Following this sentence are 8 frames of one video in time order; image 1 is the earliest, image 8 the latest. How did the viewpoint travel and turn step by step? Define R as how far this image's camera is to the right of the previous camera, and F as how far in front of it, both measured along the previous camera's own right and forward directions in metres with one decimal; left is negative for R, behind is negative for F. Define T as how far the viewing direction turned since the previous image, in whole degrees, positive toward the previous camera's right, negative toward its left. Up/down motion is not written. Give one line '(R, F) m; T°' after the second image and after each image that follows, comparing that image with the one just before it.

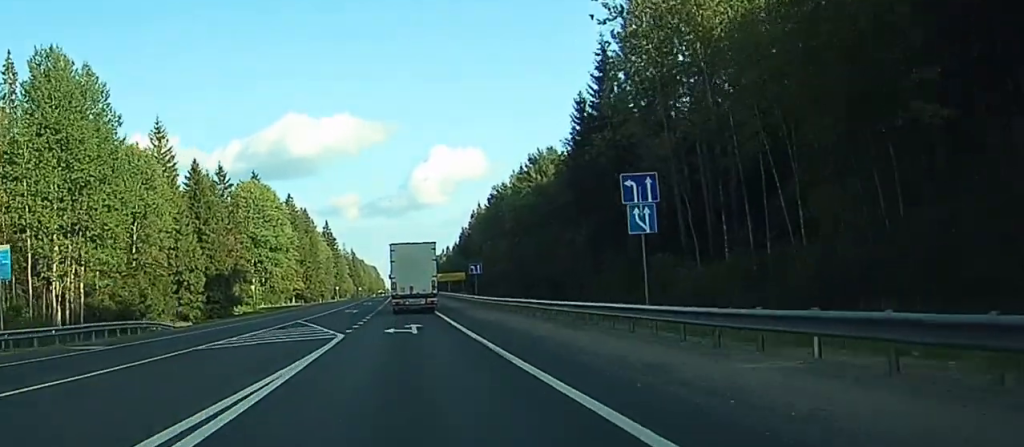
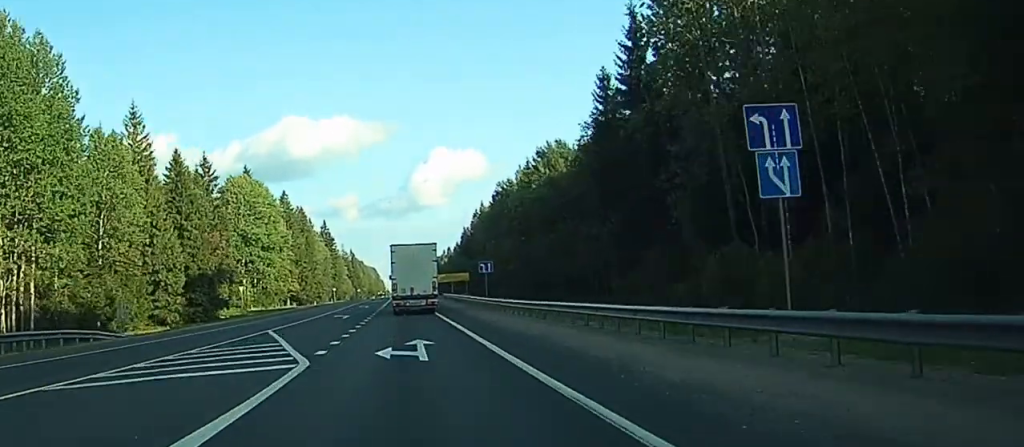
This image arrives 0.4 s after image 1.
(0.0, +10.4) m; 0°
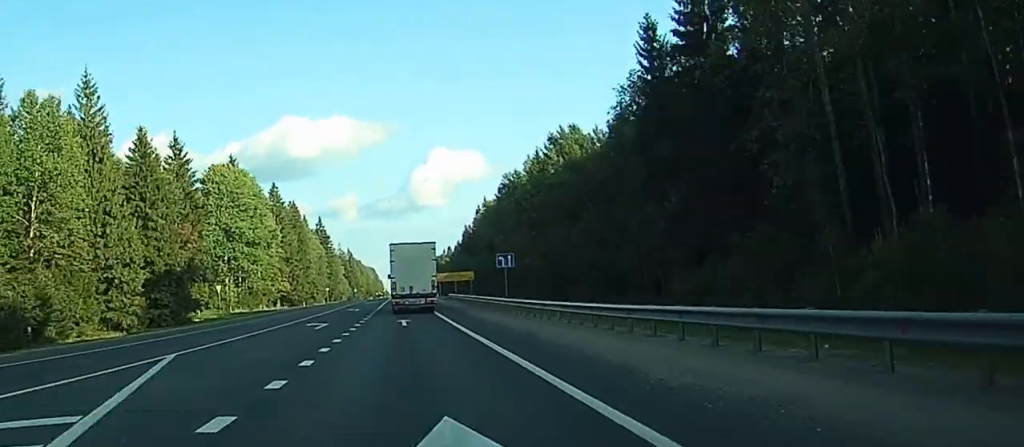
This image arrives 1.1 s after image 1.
(0.0, +15.1) m; 0°
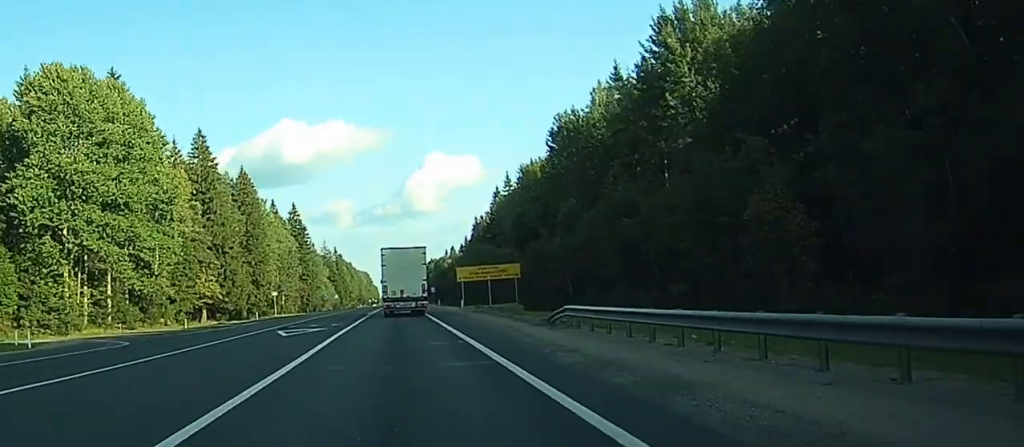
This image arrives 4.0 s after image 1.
(+0.5, +69.8) m; +1°
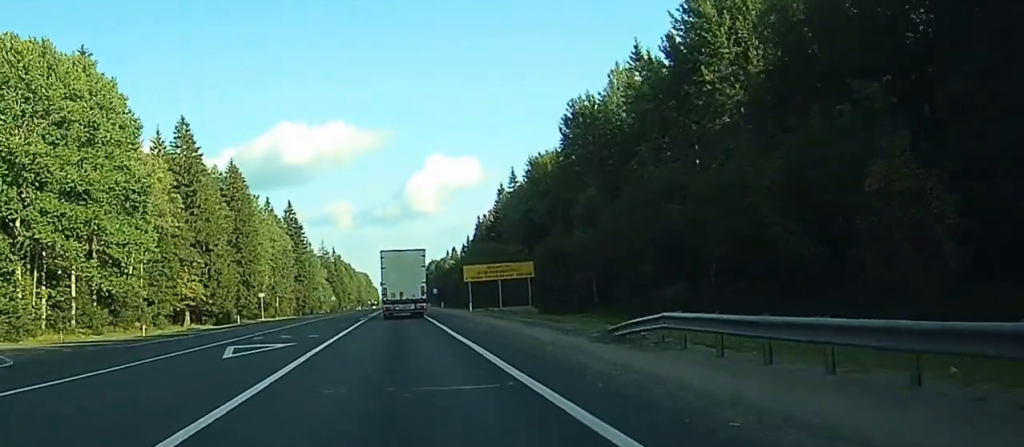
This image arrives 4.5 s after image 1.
(0.0, +10.0) m; 0°
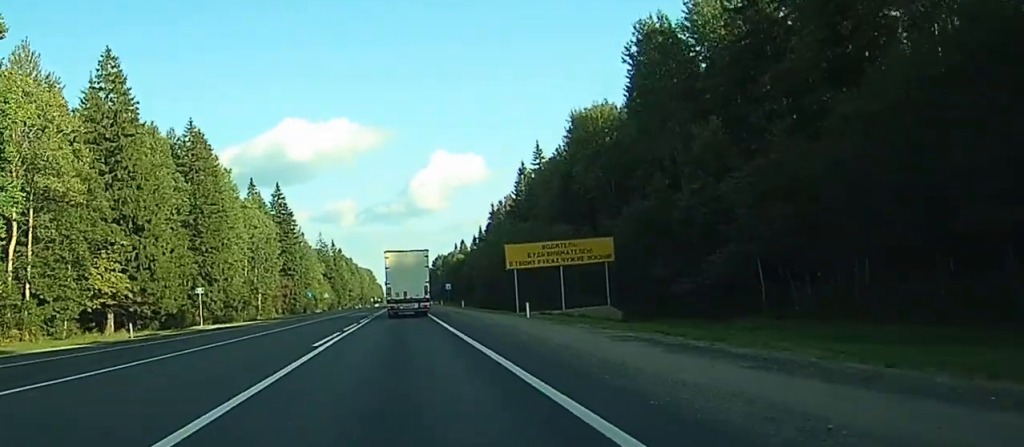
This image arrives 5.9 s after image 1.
(0.0, +32.2) m; 0°
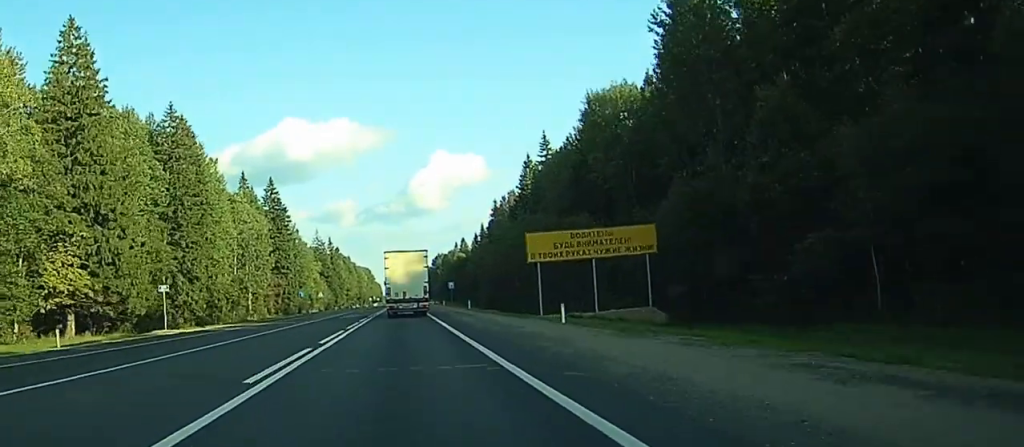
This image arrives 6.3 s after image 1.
(0.0, +9.9) m; 0°
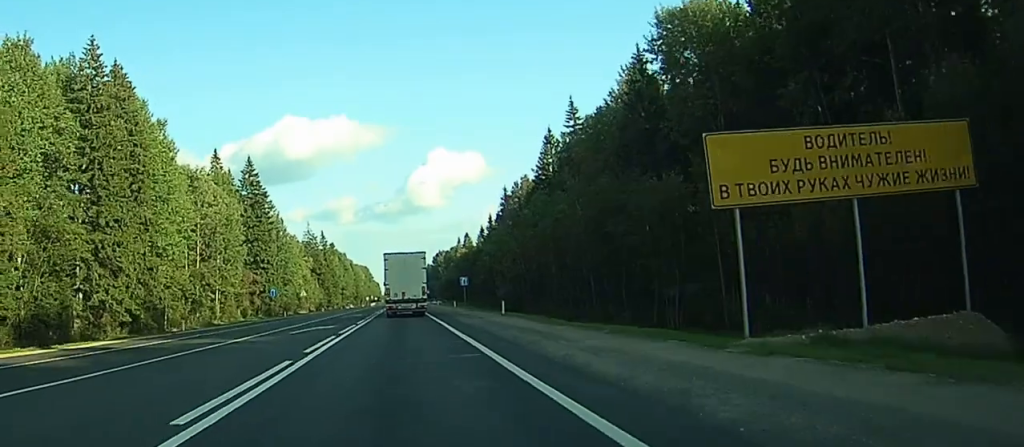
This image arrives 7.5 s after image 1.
(-0.2, +28.0) m; 0°
